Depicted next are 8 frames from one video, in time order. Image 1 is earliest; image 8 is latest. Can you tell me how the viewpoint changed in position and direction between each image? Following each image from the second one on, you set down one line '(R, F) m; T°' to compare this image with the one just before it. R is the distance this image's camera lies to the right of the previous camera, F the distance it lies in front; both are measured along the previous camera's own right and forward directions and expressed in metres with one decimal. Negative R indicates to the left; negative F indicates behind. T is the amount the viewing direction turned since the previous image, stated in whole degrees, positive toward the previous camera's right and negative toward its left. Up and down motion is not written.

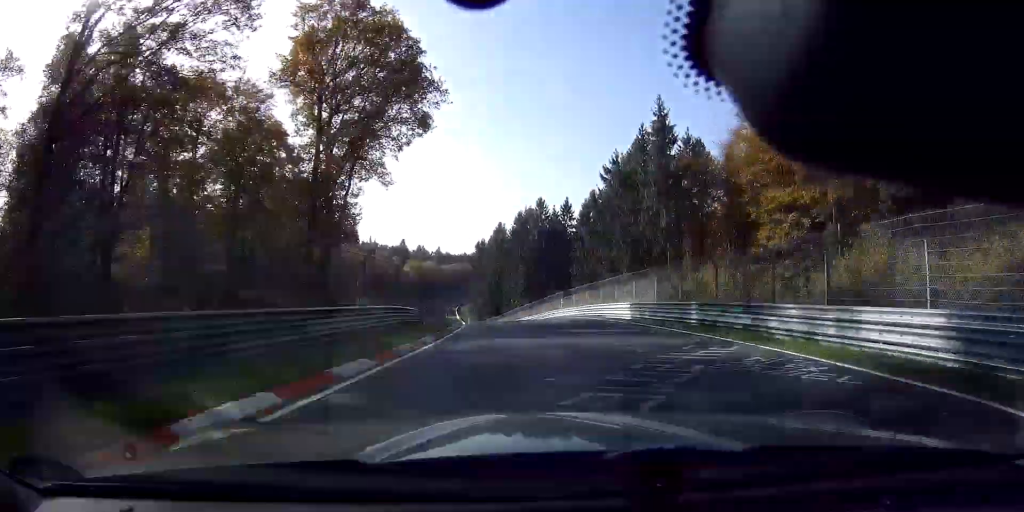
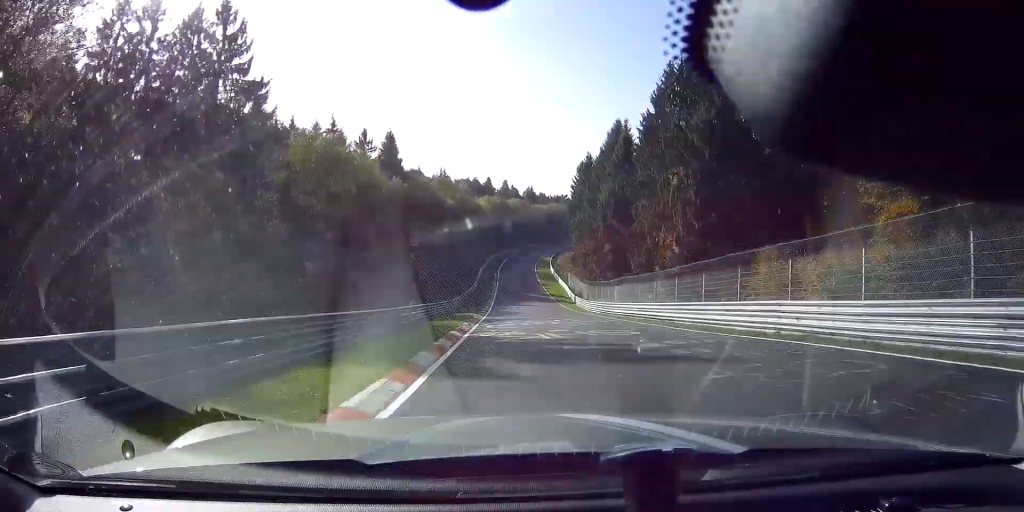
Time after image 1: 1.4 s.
(-5.3, +55.6) m; -8°
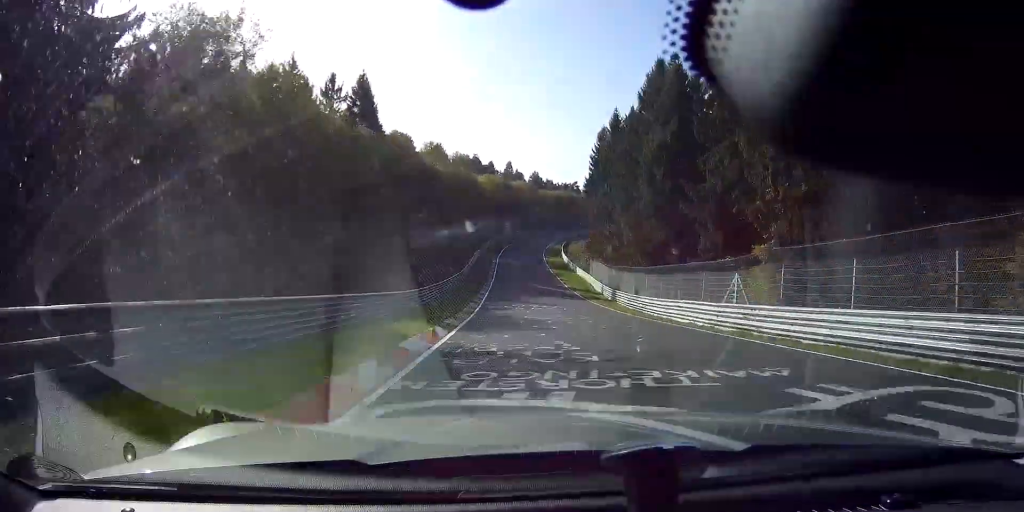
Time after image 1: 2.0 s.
(-0.6, +23.3) m; -1°
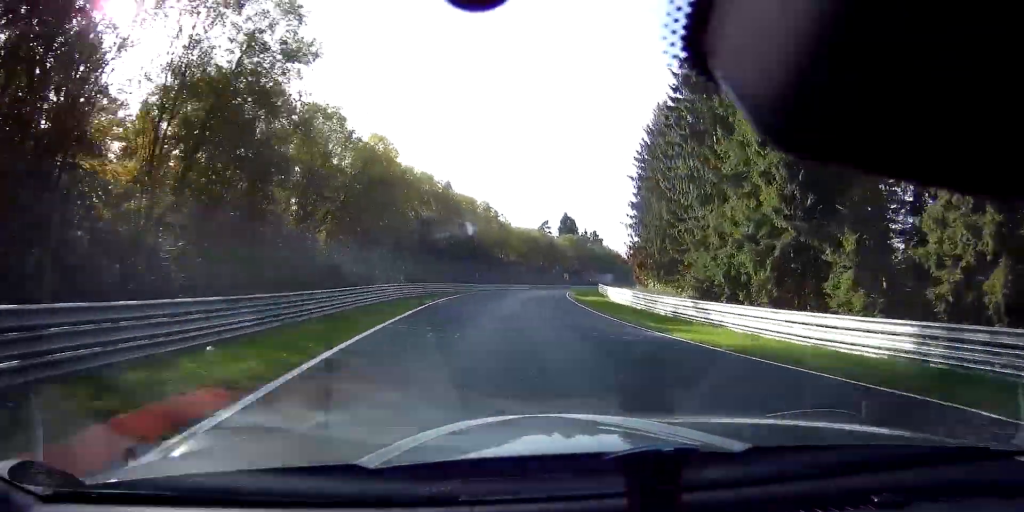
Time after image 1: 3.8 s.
(+1.0, +77.5) m; +6°
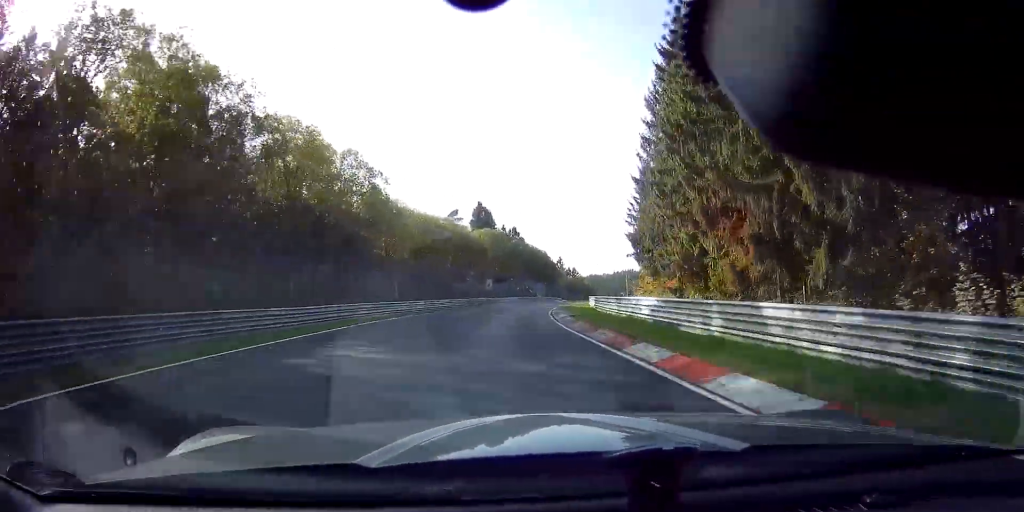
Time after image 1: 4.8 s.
(+3.4, +43.3) m; +10°
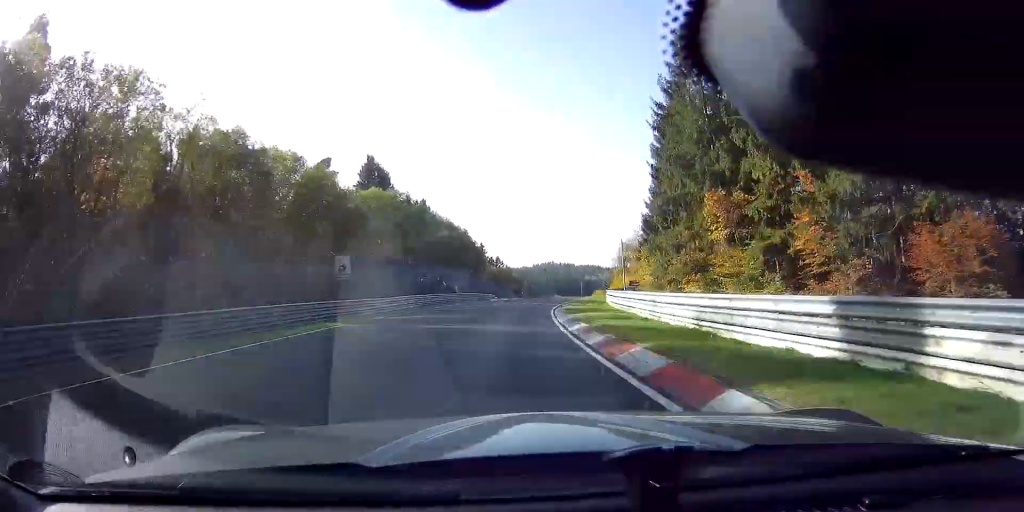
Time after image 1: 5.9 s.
(+4.0, +45.8) m; +9°
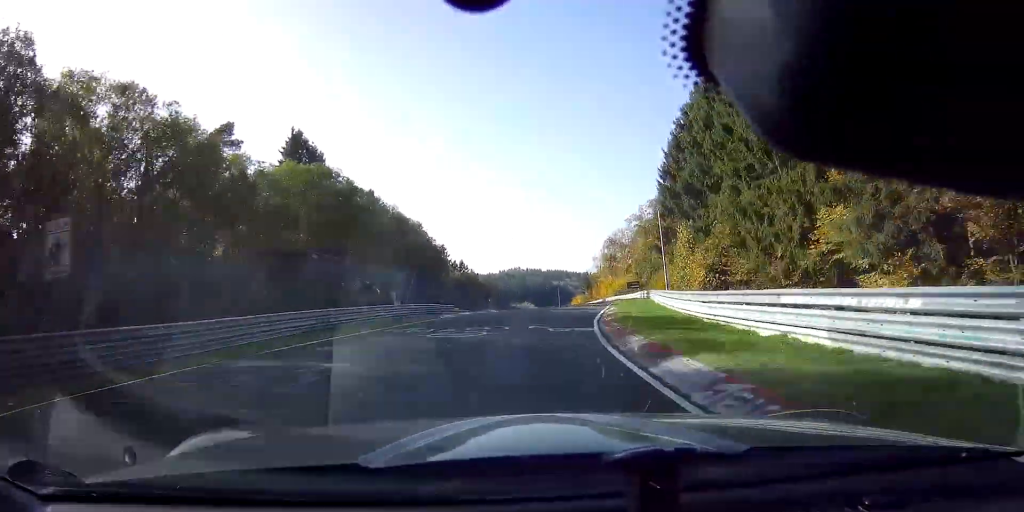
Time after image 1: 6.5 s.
(+1.0, +21.5) m; +3°
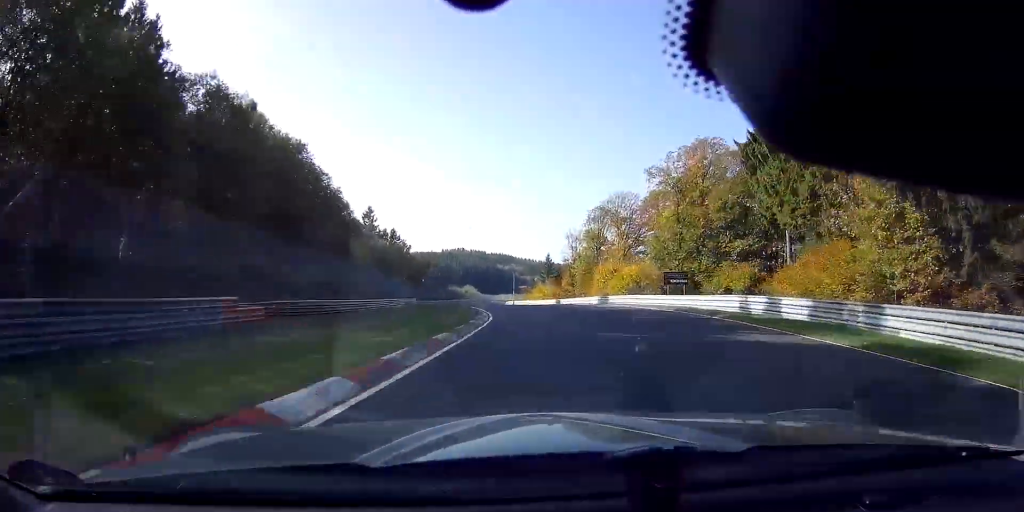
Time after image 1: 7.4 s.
(+1.7, +37.5) m; +4°
